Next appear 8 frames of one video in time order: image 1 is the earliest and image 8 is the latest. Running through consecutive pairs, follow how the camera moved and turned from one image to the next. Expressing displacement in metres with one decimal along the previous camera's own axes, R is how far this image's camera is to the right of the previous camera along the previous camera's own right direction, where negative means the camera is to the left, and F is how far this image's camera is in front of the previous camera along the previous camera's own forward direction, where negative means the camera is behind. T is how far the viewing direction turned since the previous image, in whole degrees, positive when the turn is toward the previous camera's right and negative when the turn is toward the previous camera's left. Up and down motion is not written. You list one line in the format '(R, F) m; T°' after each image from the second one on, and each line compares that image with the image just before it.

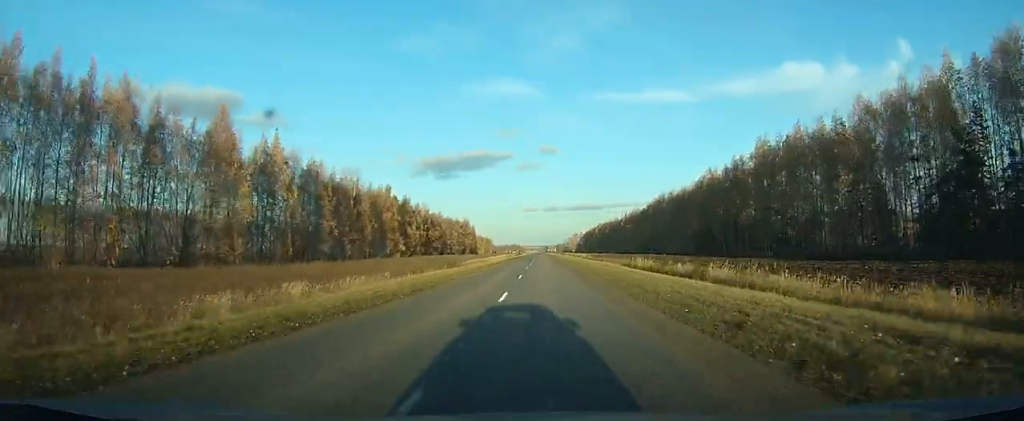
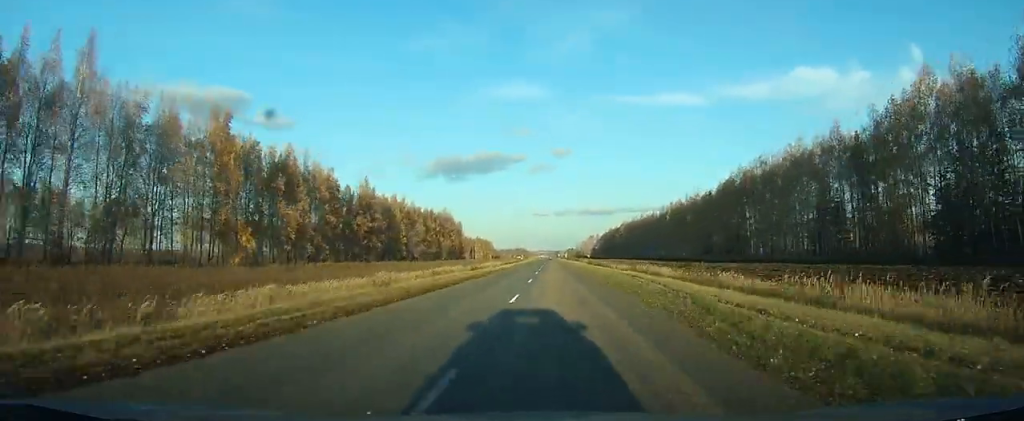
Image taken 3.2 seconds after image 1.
(-0.3, +81.6) m; 0°
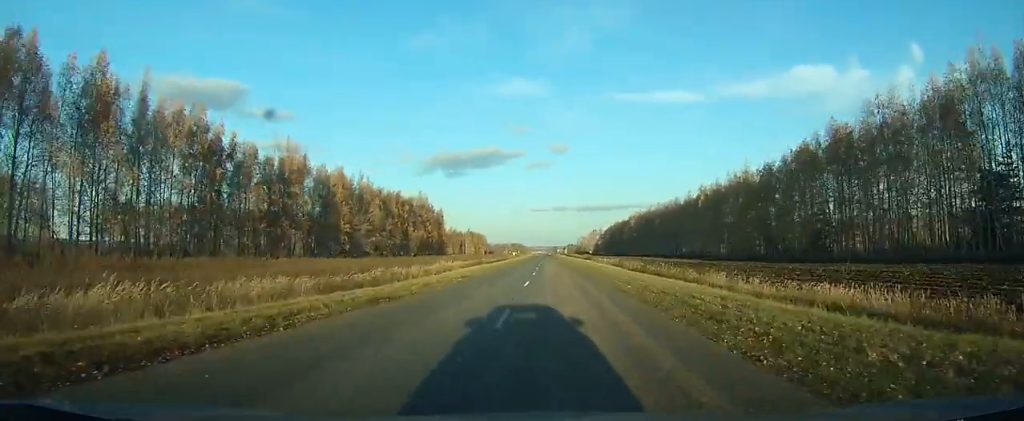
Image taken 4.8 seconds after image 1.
(0.0, +43.4) m; 0°
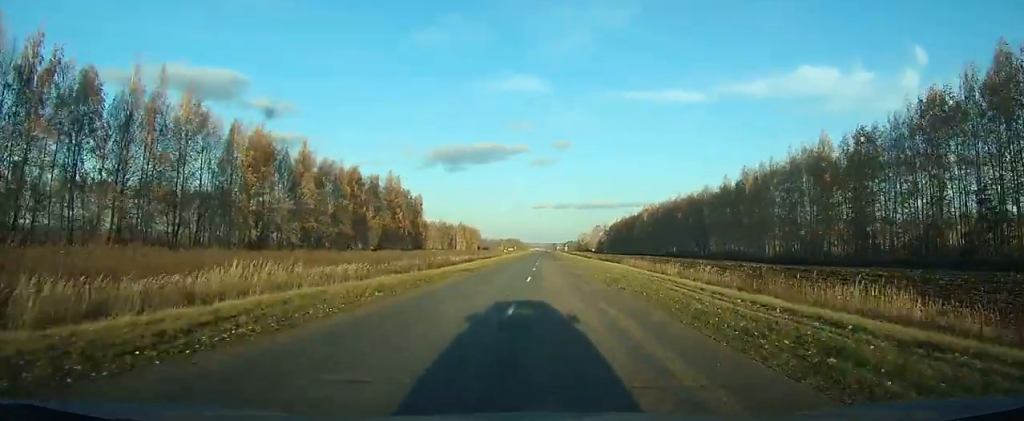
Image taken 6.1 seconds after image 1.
(0.0, +36.2) m; 0°
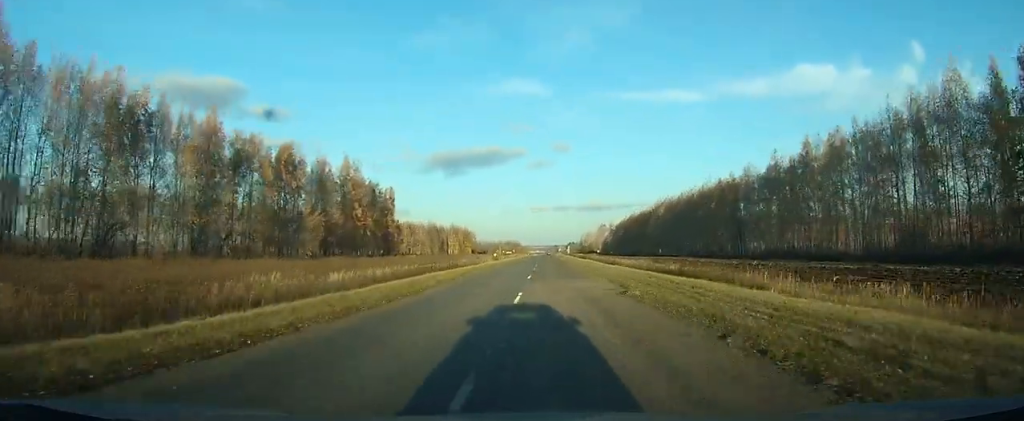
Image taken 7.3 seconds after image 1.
(0.0, +31.5) m; 0°
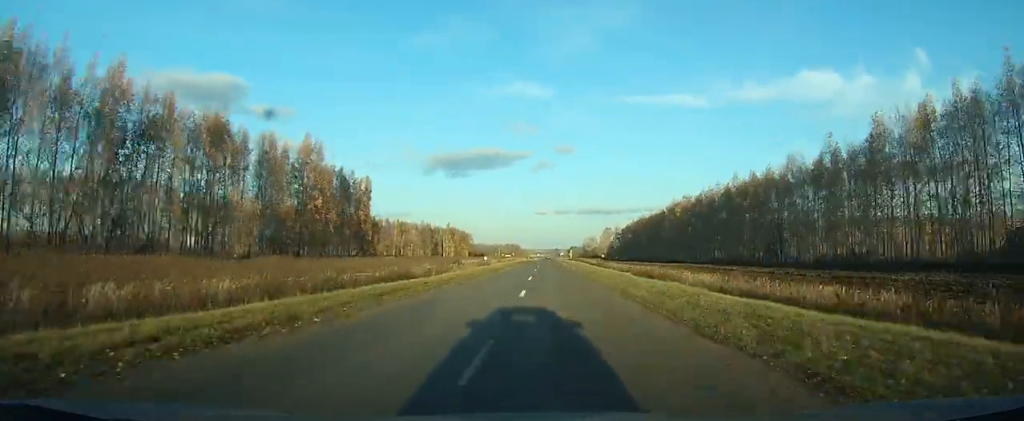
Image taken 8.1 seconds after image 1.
(0.0, +20.9) m; 0°
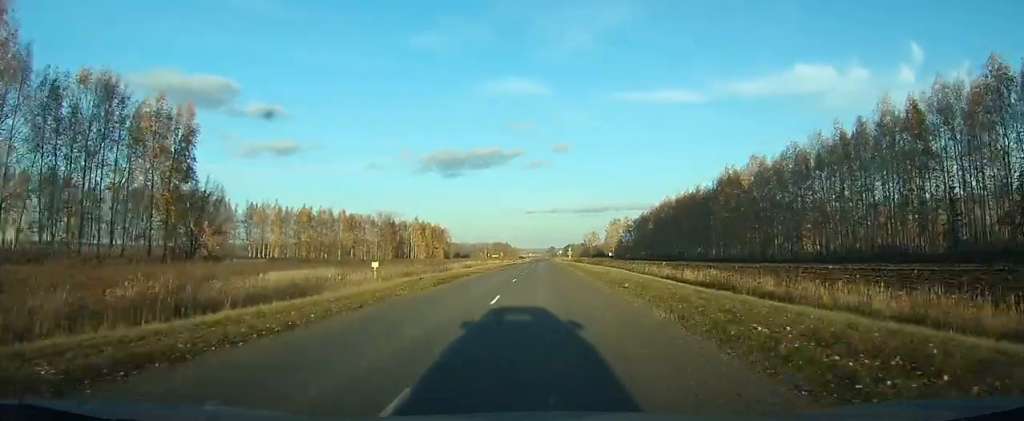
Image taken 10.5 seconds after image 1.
(+0.1, +60.3) m; 0°
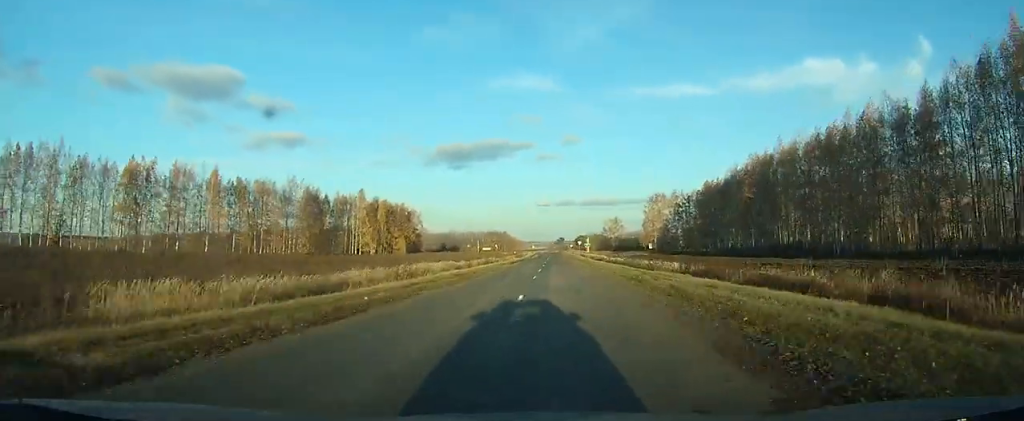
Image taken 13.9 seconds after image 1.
(-0.1, +85.5) m; 0°
